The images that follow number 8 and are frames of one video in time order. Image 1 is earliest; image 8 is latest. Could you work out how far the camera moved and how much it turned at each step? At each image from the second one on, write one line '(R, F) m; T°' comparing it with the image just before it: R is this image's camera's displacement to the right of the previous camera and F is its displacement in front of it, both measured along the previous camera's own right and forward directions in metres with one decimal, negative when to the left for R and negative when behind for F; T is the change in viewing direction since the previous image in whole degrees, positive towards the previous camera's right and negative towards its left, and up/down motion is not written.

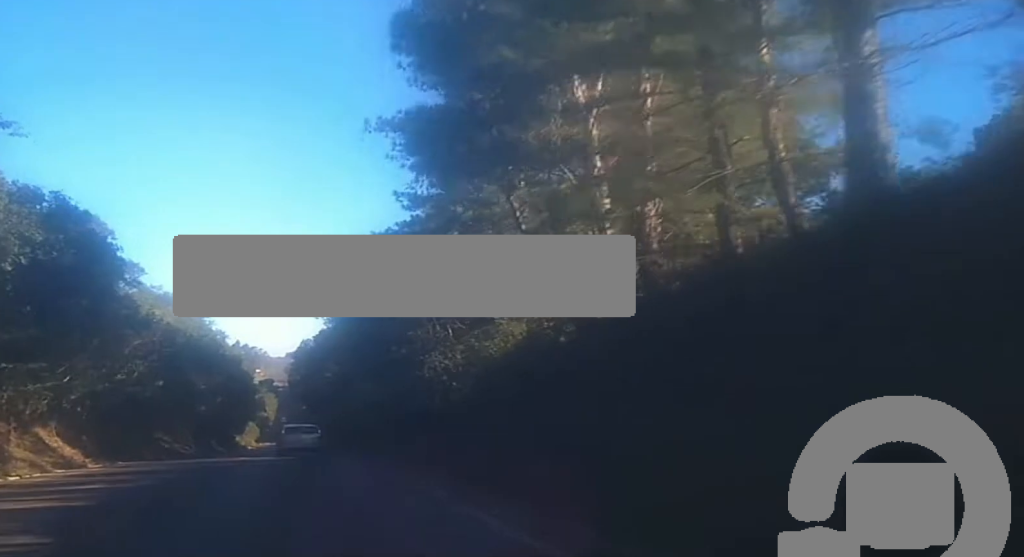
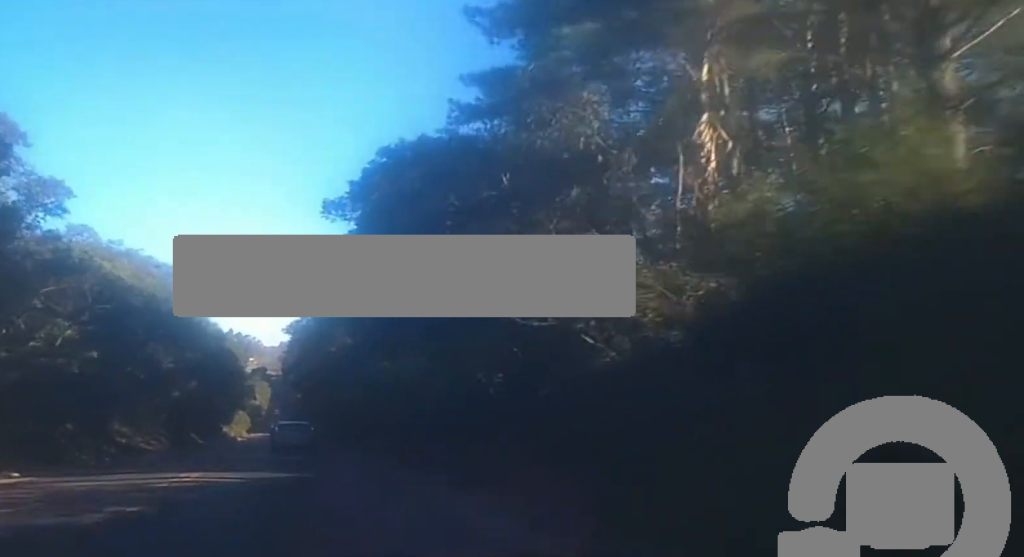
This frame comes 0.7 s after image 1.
(-0.3, +17.3) m; -1°
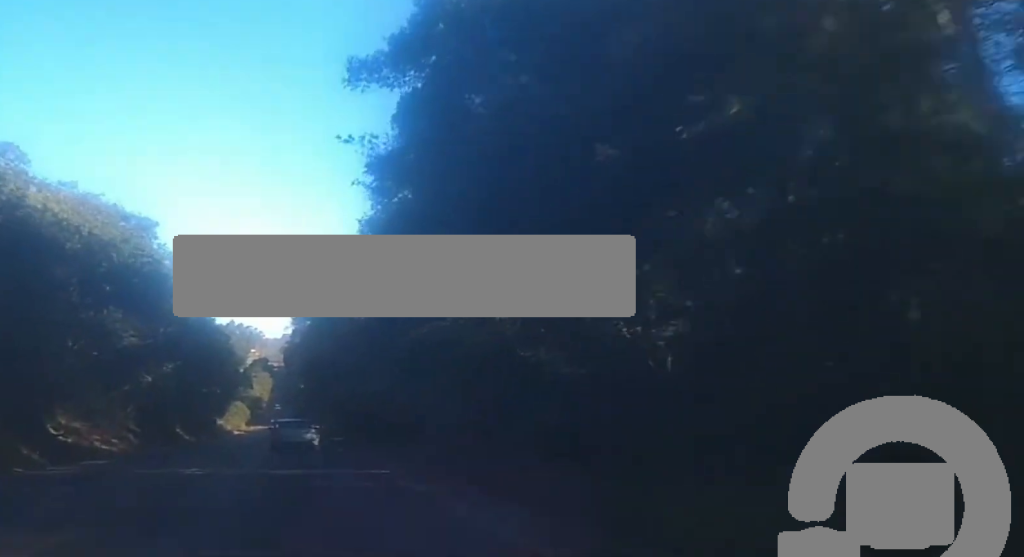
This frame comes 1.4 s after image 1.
(-0.2, +15.1) m; 0°
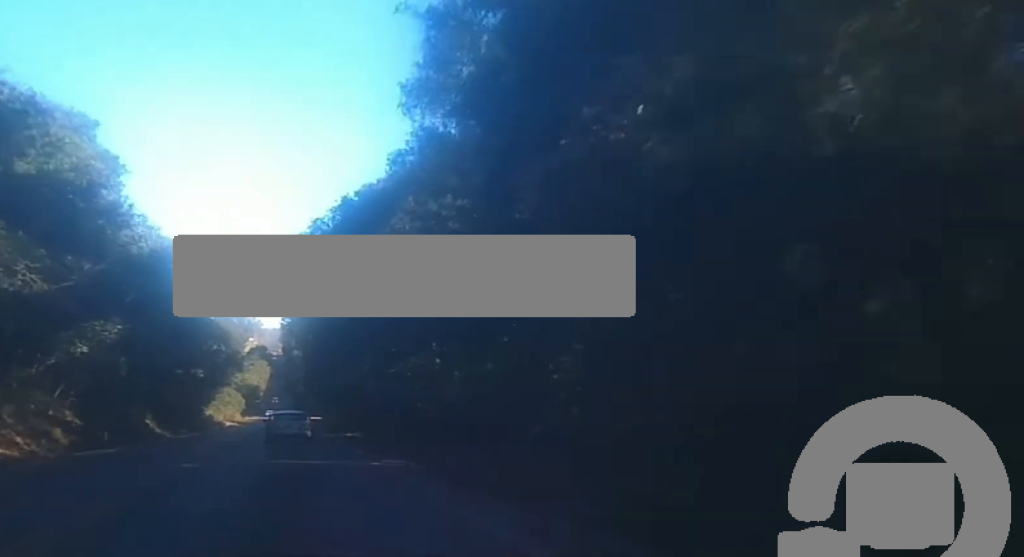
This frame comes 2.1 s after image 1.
(-0.1, +17.6) m; +1°
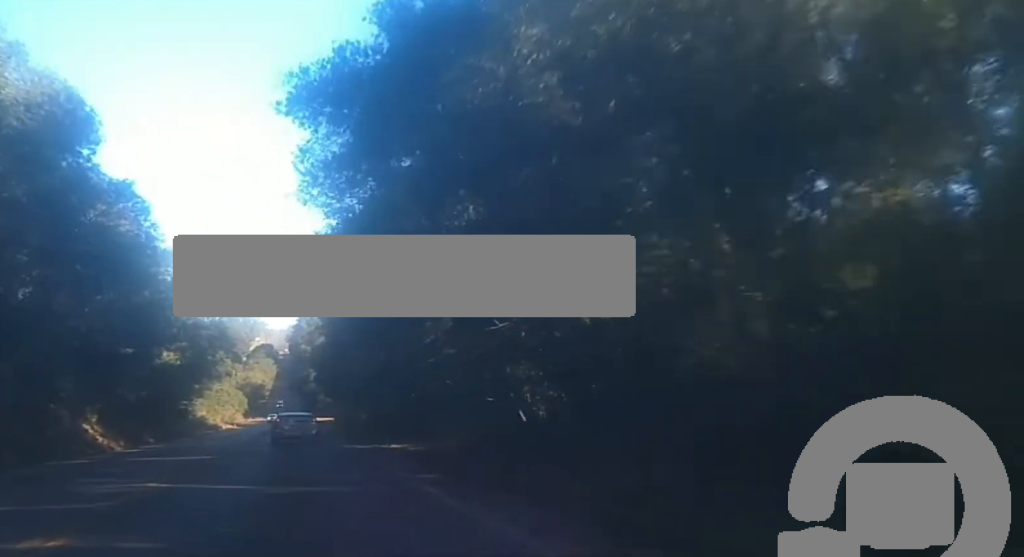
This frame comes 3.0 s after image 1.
(+0.7, +22.7) m; +1°
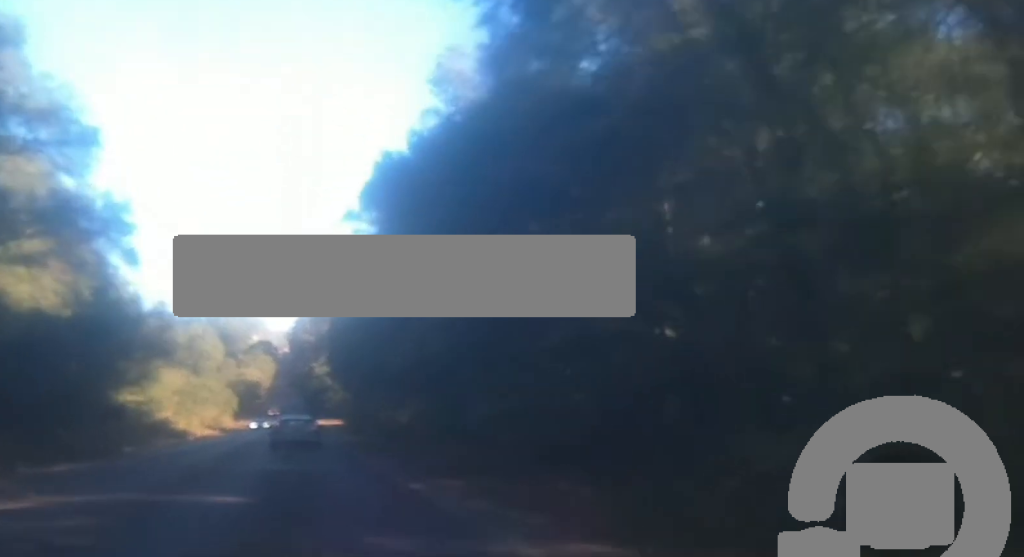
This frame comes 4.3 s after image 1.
(-0.7, +30.8) m; -3°
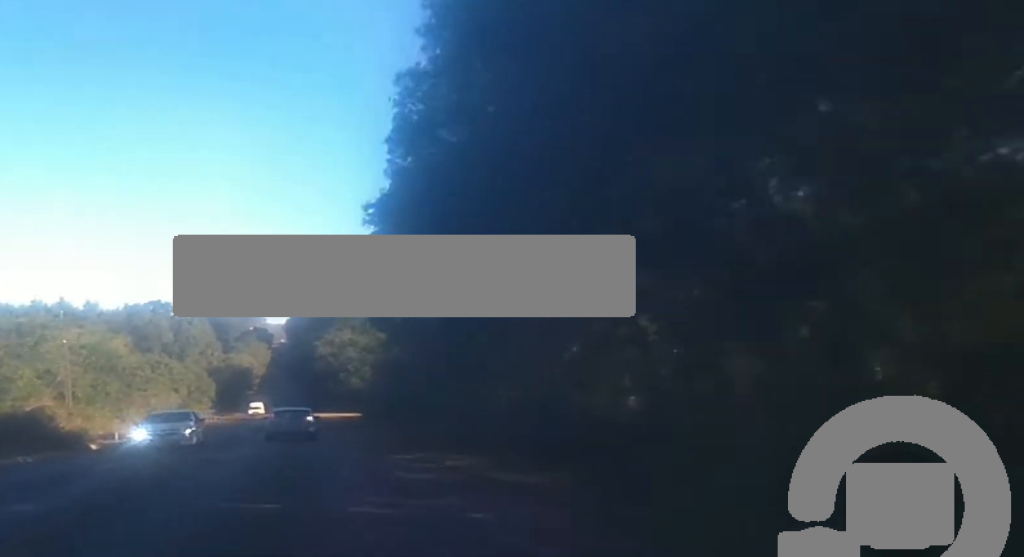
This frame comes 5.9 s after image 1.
(+0.4, +42.0) m; +3°
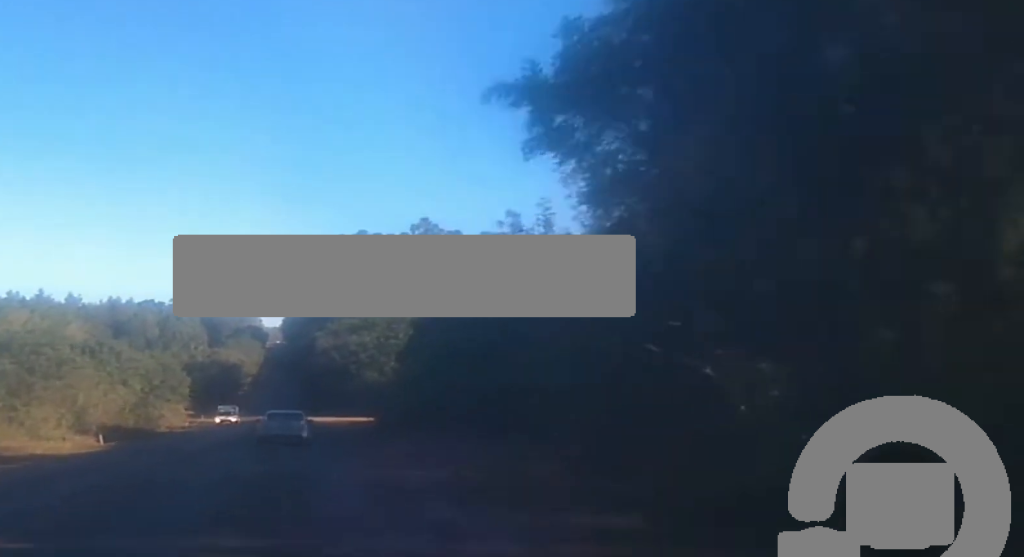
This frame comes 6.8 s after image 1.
(+0.4, +23.1) m; +1°
